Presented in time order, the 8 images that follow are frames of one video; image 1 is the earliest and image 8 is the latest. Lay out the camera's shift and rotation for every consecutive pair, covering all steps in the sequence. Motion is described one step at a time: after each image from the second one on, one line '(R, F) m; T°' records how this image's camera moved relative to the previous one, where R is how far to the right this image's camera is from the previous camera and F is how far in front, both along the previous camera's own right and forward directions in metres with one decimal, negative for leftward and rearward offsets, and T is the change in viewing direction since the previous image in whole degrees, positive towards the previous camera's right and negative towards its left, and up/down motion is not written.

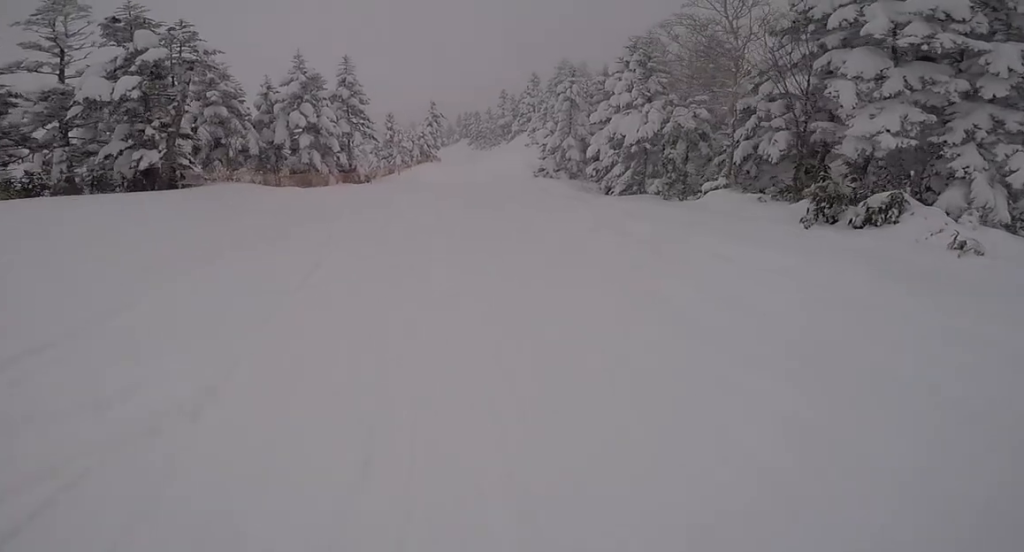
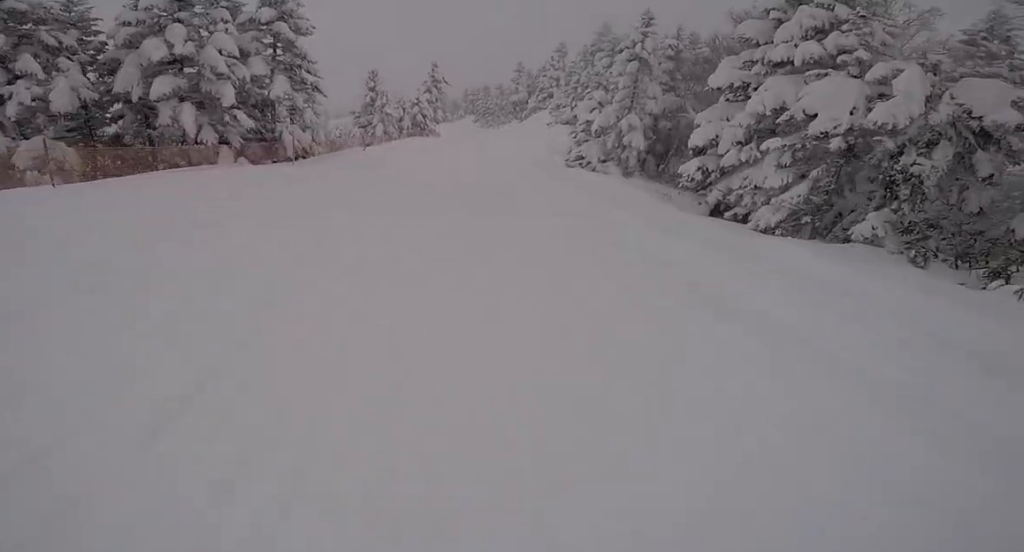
(+0.6, +11.1) m; -2°
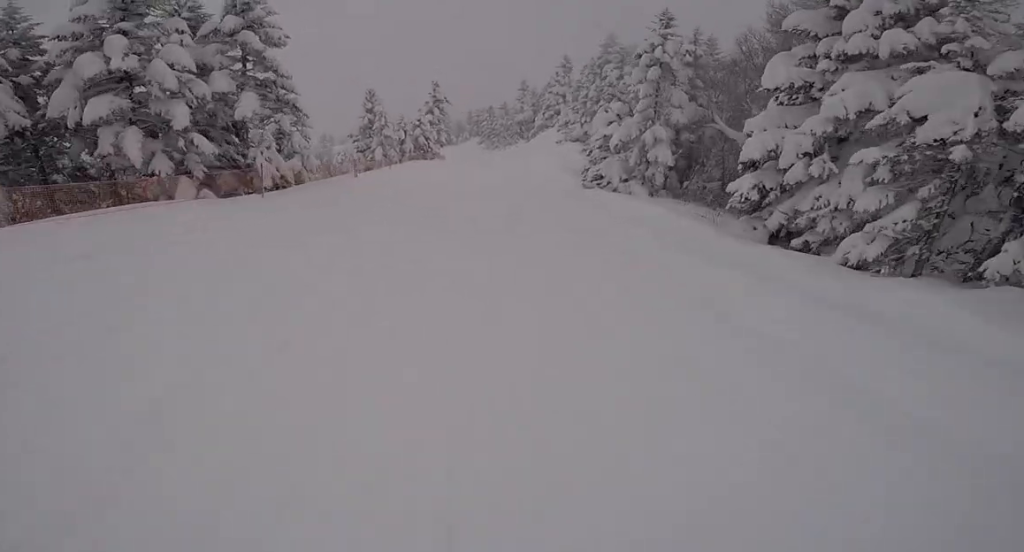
(+0.1, +2.3) m; -3°
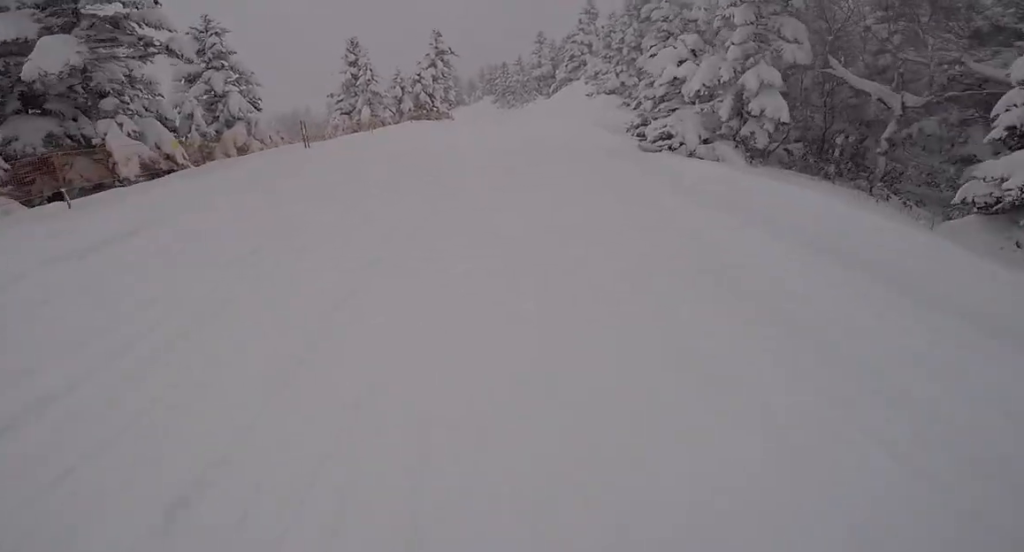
(-0.7, +5.0) m; -1°
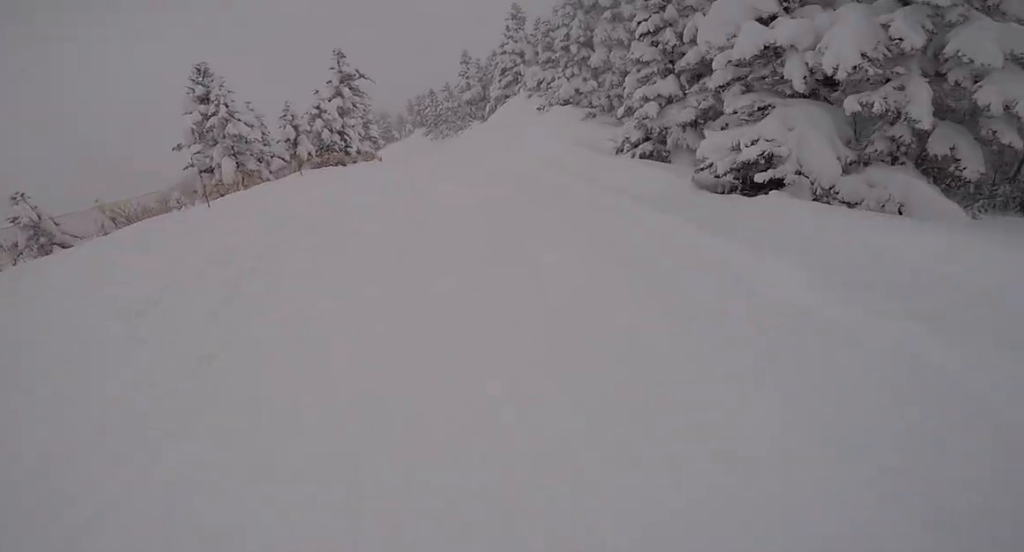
(+0.4, +6.6) m; 0°
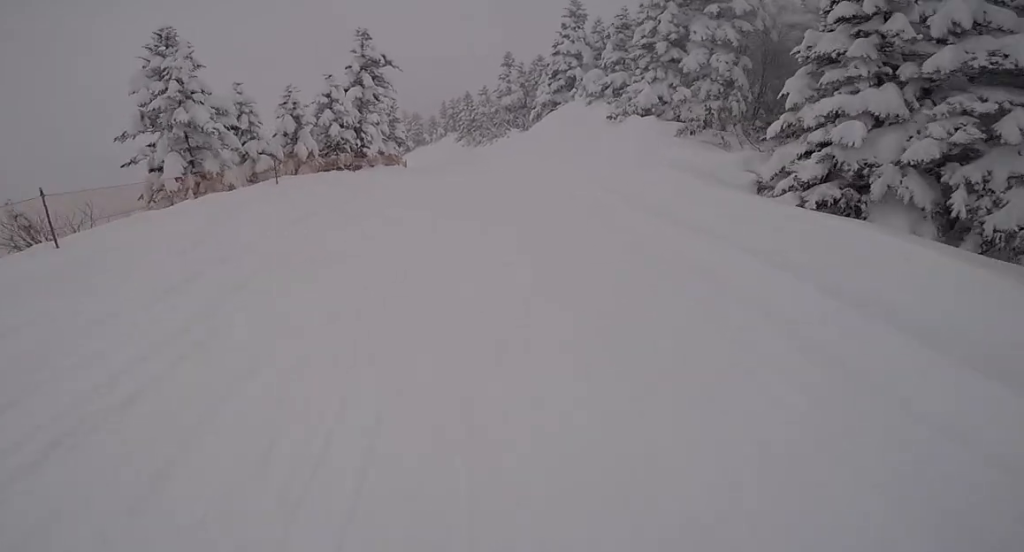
(-0.4, +4.7) m; 0°
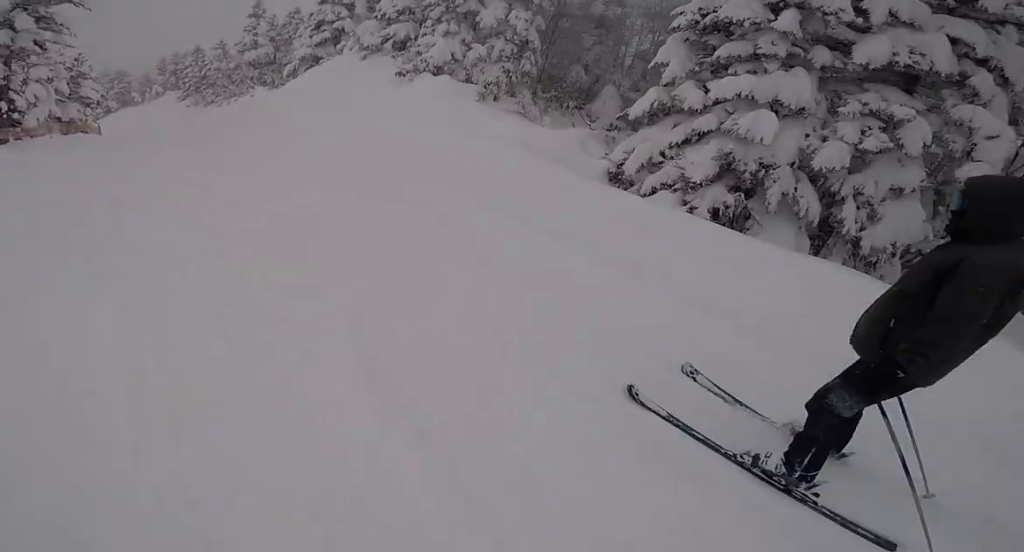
(+0.4, +3.7) m; 0°
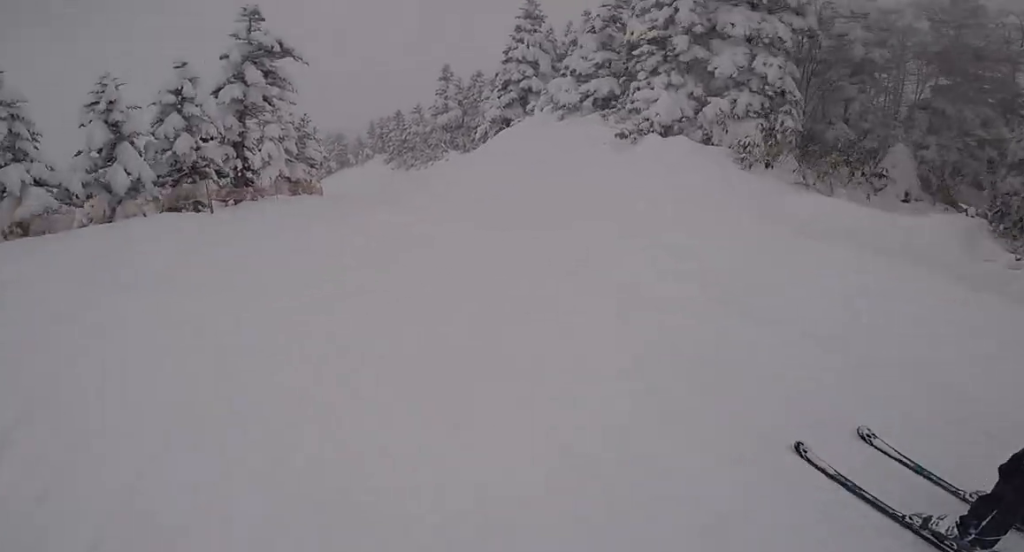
(0.0, +2.7) m; +3°
